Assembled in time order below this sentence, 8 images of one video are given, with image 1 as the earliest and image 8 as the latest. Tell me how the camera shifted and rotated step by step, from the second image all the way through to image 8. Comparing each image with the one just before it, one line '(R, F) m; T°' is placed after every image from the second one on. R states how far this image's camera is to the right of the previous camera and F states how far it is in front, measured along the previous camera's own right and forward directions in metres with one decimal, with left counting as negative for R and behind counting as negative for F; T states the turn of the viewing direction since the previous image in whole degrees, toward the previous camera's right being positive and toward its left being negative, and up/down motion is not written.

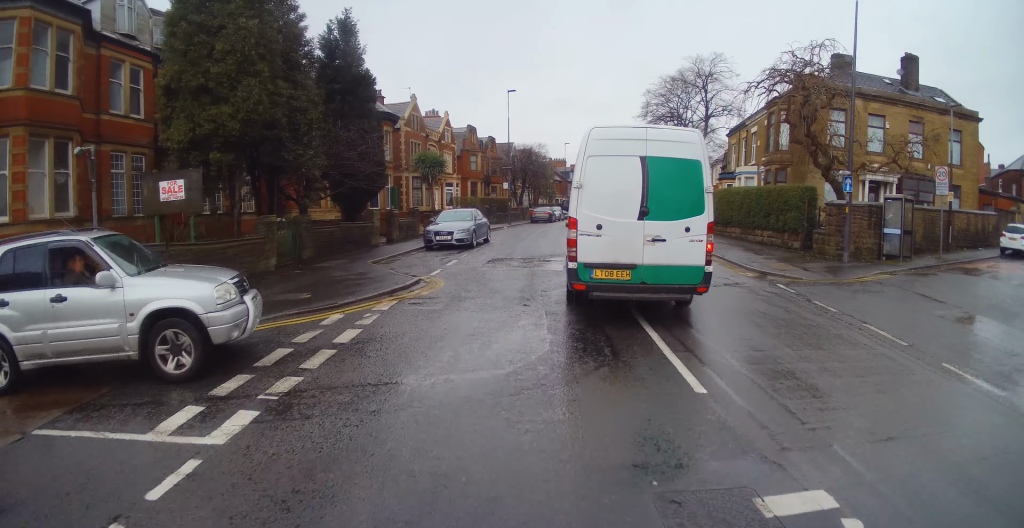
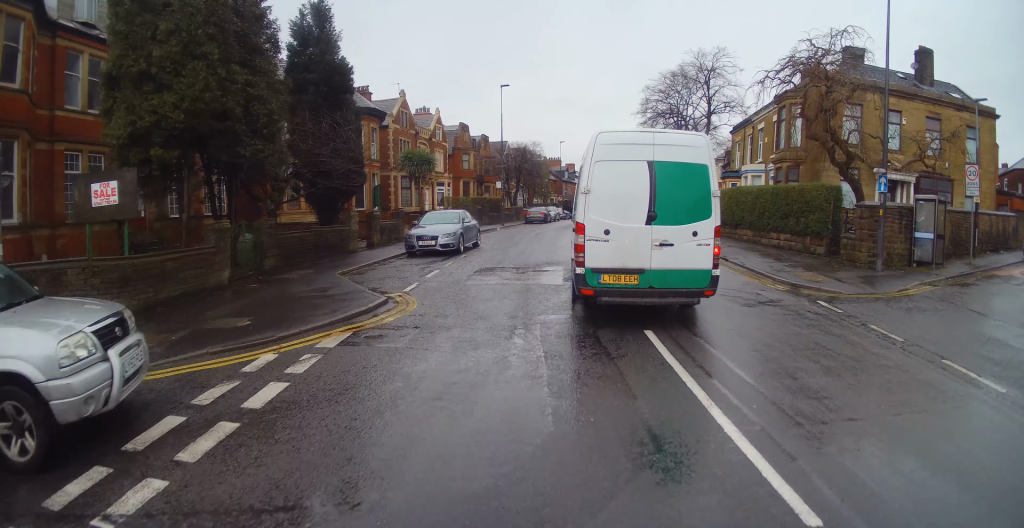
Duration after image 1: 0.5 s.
(0.0, +1.9) m; 0°
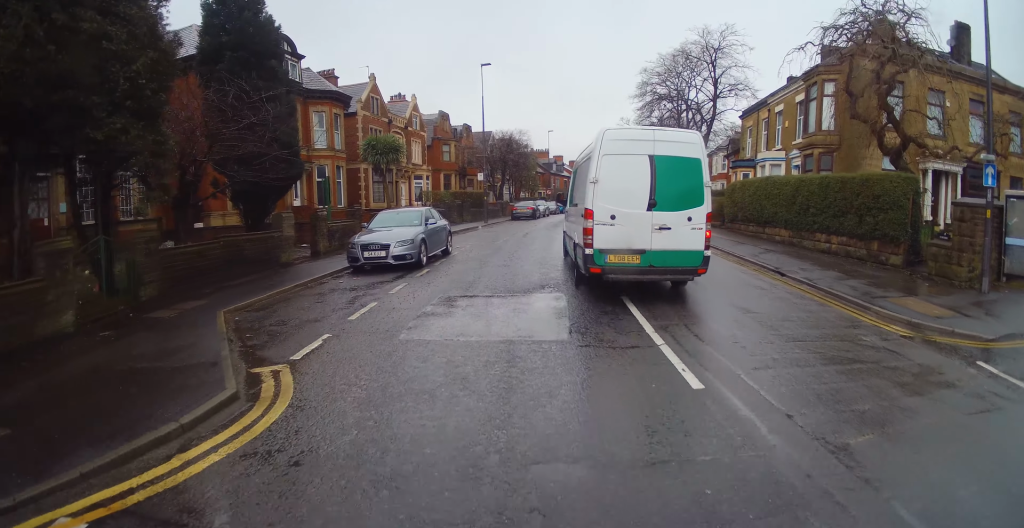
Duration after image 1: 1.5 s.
(+0.3, +4.4) m; 0°
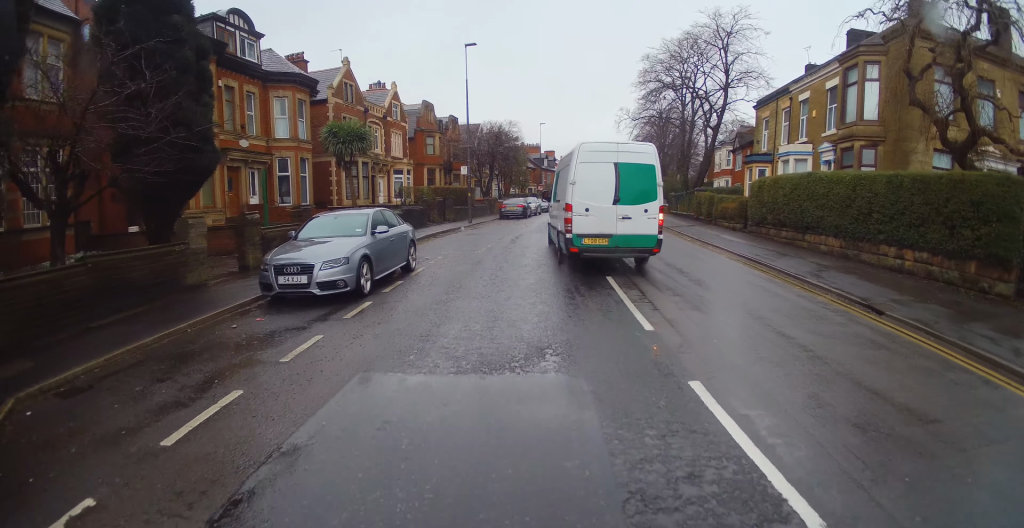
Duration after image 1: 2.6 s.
(-0.2, +4.7) m; +1°
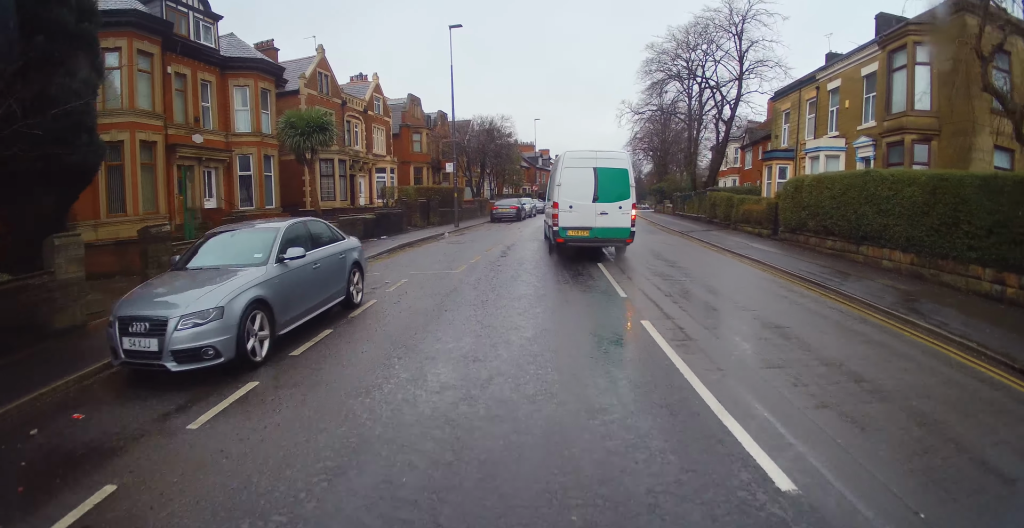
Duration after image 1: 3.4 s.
(+0.3, +4.1) m; +2°
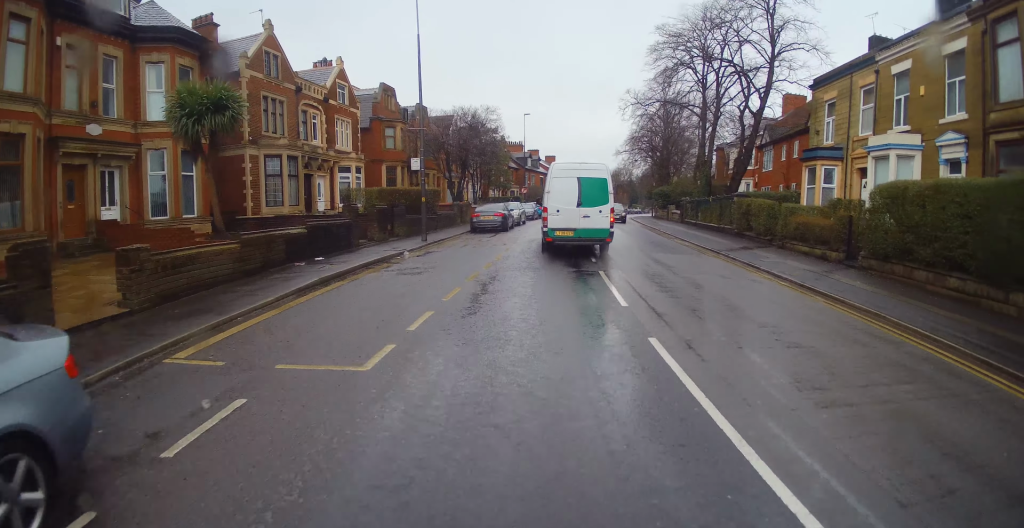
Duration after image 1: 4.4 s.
(-0.1, +6.6) m; -1°
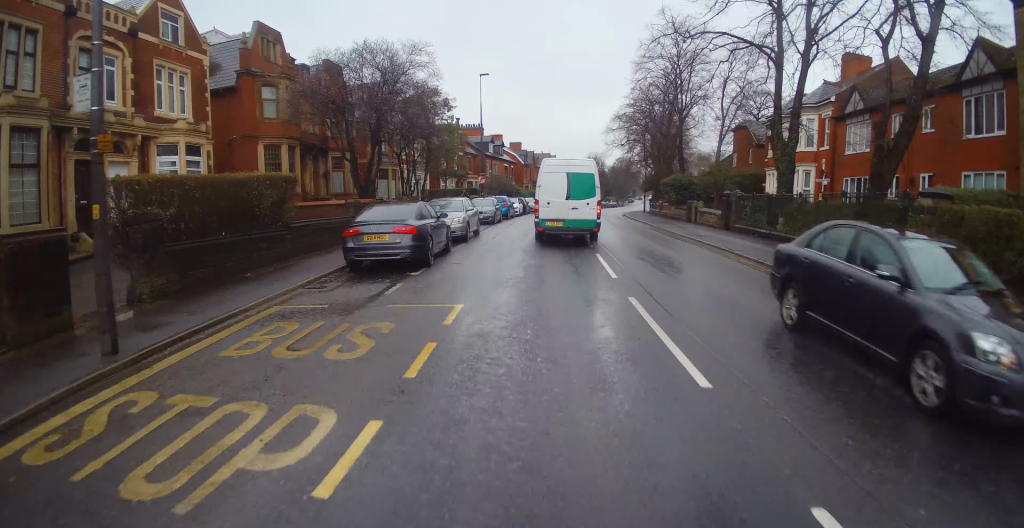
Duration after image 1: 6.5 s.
(+0.8, +15.4) m; +5°
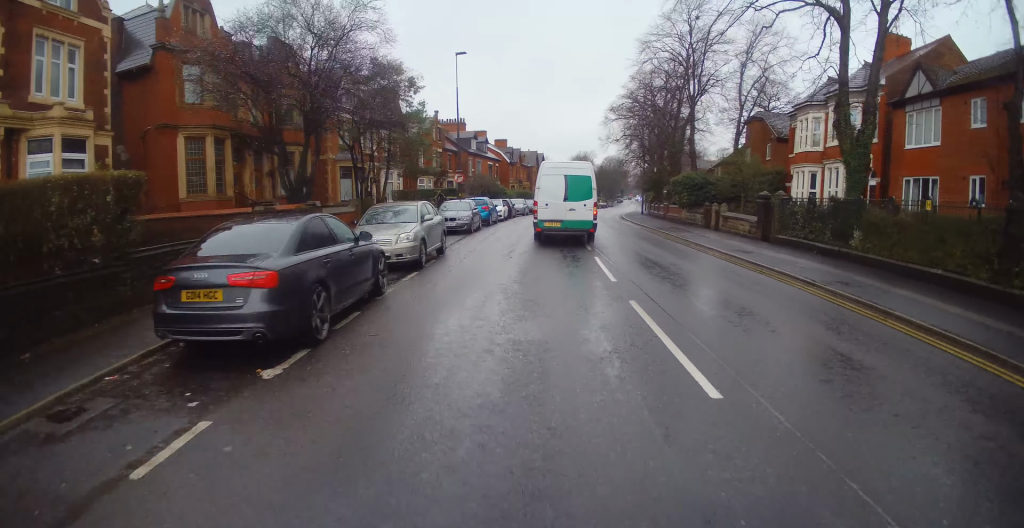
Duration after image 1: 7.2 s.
(0.0, +6.0) m; 0°
